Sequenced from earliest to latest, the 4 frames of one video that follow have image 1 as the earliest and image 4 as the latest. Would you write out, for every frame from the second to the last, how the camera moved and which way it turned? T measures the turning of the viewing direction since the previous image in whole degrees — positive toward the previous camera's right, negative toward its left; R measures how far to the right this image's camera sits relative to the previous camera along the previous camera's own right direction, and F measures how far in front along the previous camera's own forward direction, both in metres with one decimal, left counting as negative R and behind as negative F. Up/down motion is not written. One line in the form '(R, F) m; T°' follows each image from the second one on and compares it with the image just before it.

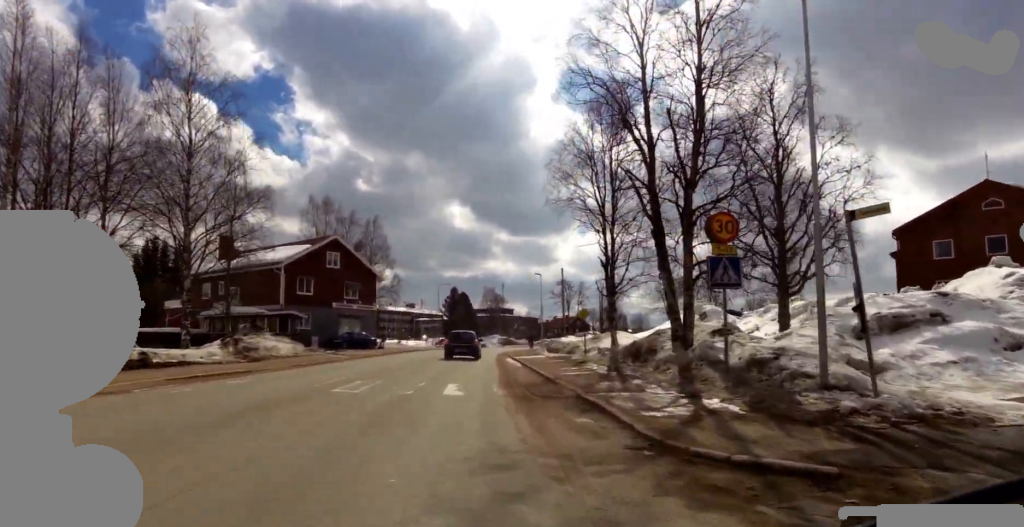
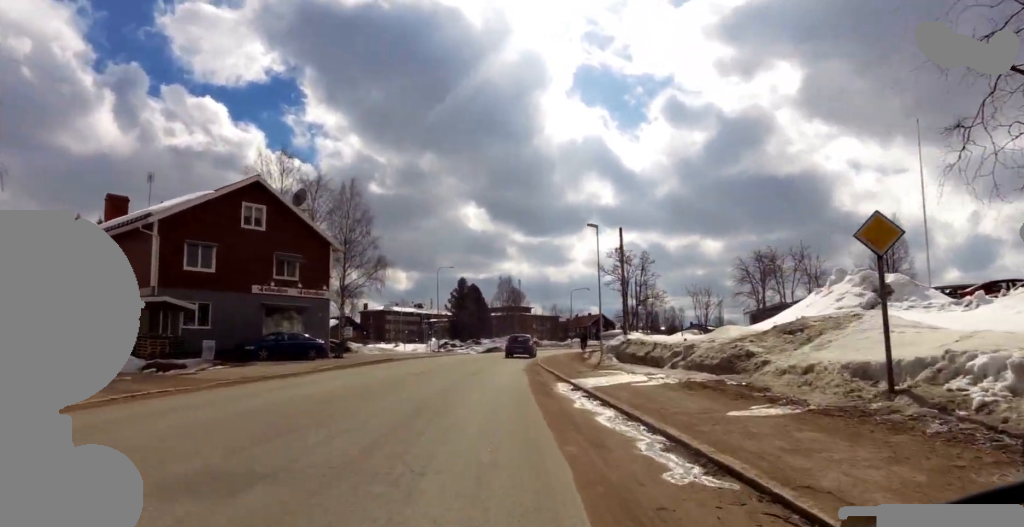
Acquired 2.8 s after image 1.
(-0.2, +20.3) m; 0°
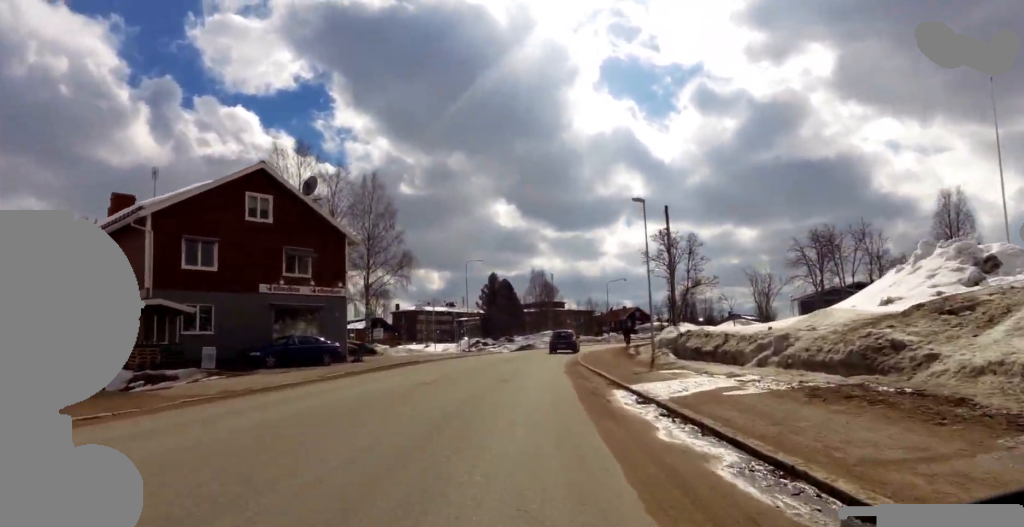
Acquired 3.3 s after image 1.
(+0.1, +3.7) m; 0°
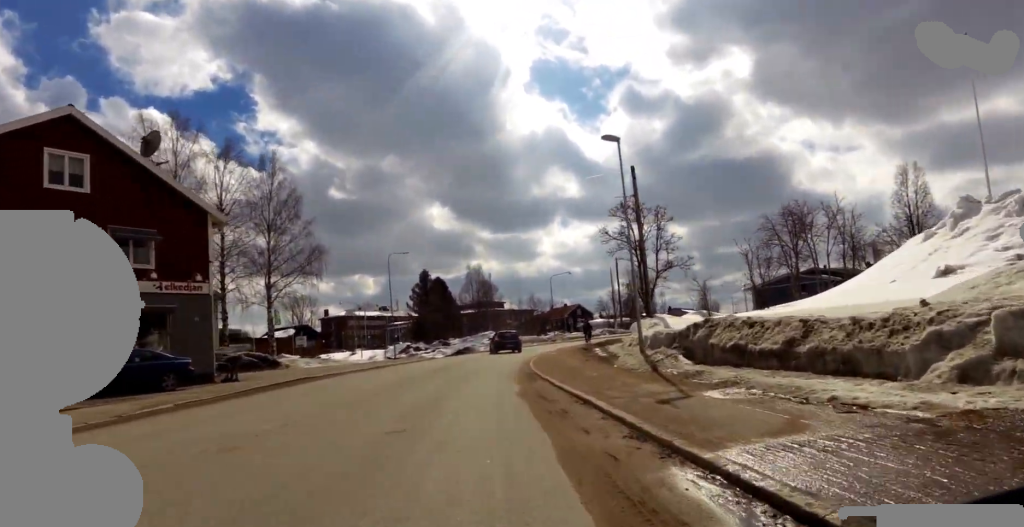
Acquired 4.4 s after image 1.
(-0.2, +7.5) m; -2°
